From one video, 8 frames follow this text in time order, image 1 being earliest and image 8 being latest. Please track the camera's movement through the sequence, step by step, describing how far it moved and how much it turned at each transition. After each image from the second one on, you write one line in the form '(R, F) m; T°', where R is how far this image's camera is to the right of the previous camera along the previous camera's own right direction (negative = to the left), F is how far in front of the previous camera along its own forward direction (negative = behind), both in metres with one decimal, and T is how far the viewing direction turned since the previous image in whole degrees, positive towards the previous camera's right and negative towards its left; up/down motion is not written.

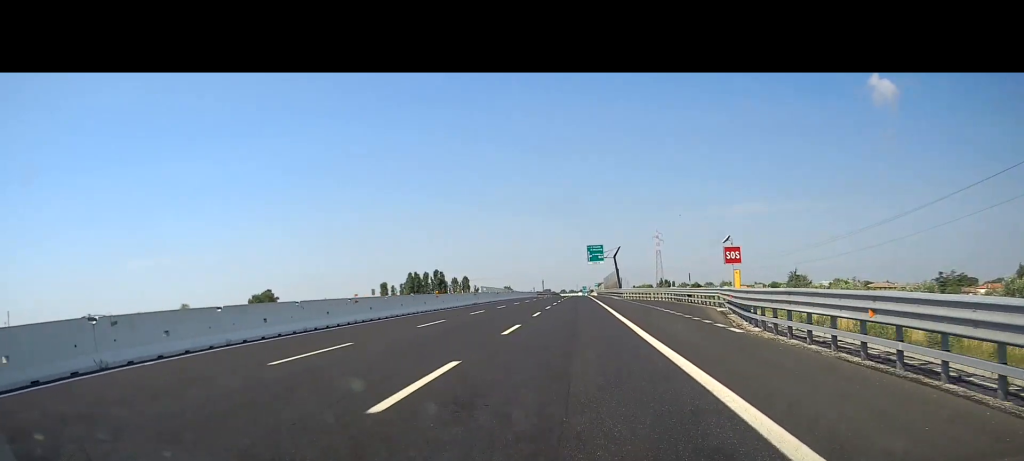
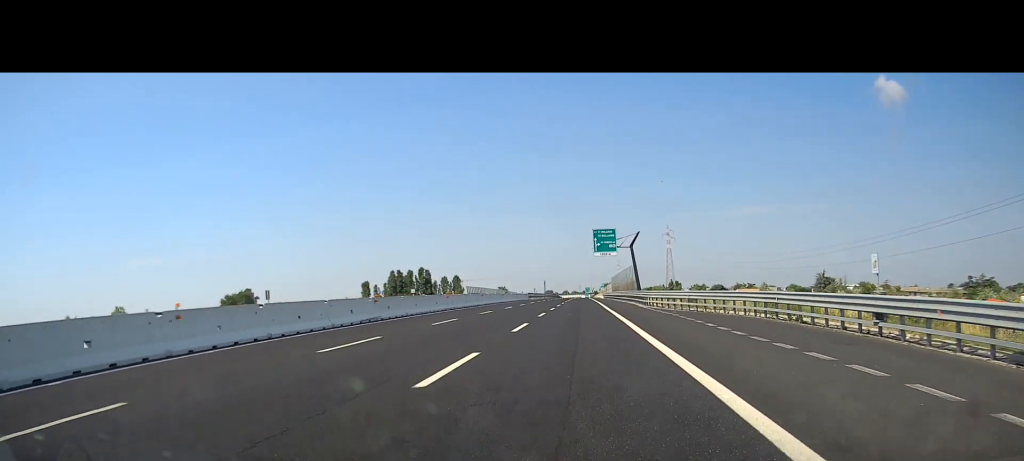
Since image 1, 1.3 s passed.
(0.0, +33.3) m; 0°
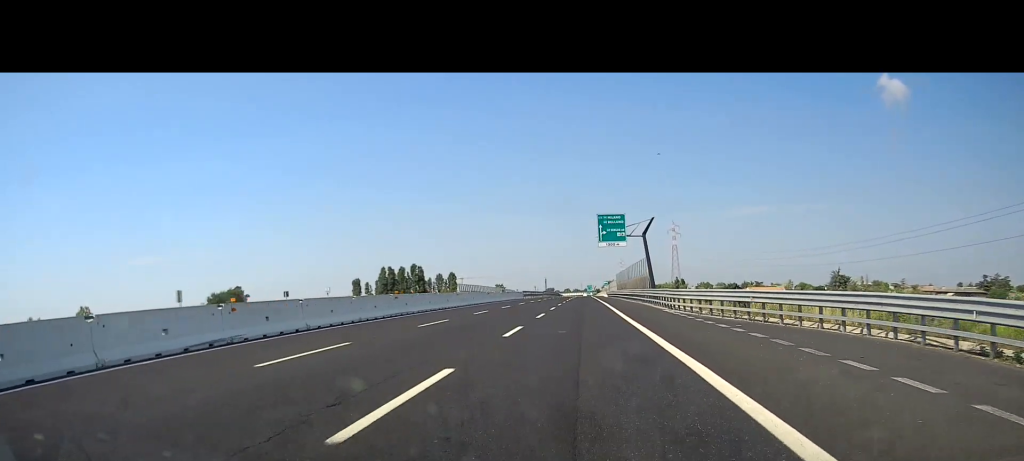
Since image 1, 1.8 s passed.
(+0.1, +14.9) m; 0°
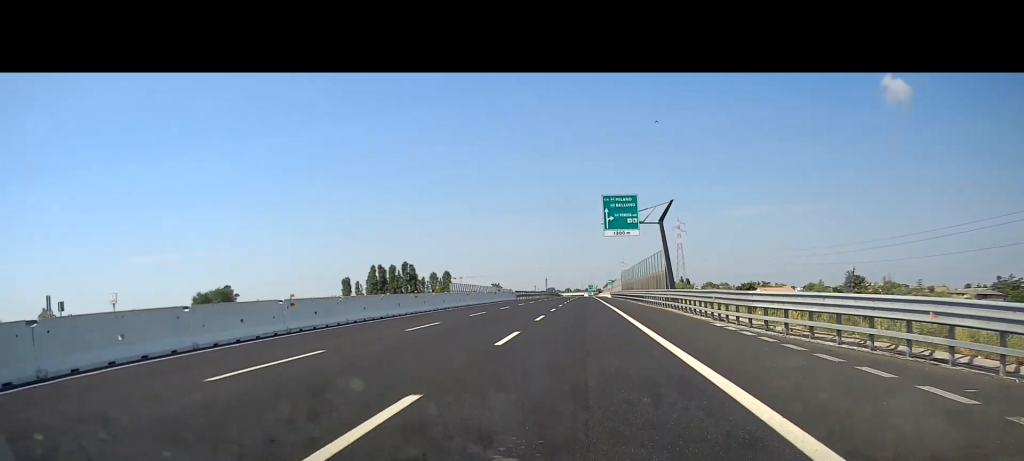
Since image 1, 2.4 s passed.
(-0.1, +14.0) m; 0°
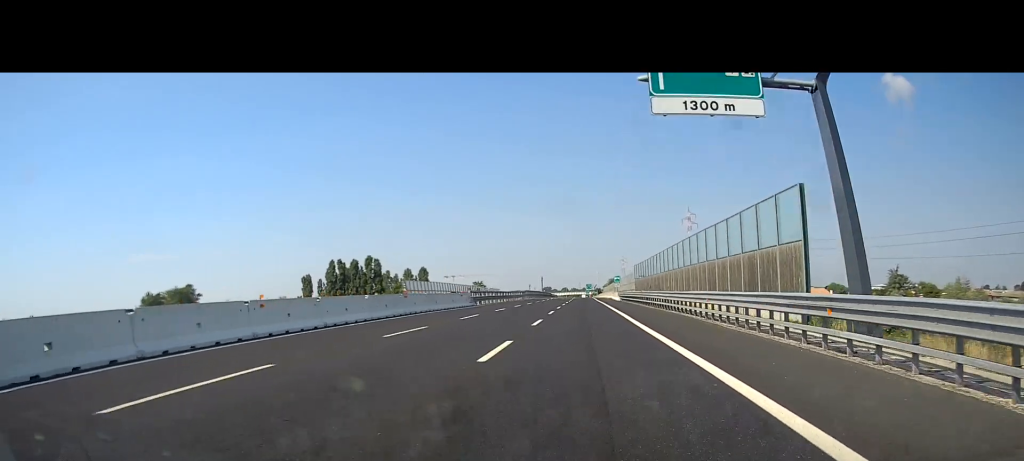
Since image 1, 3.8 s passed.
(-0.3, +38.8) m; -1°
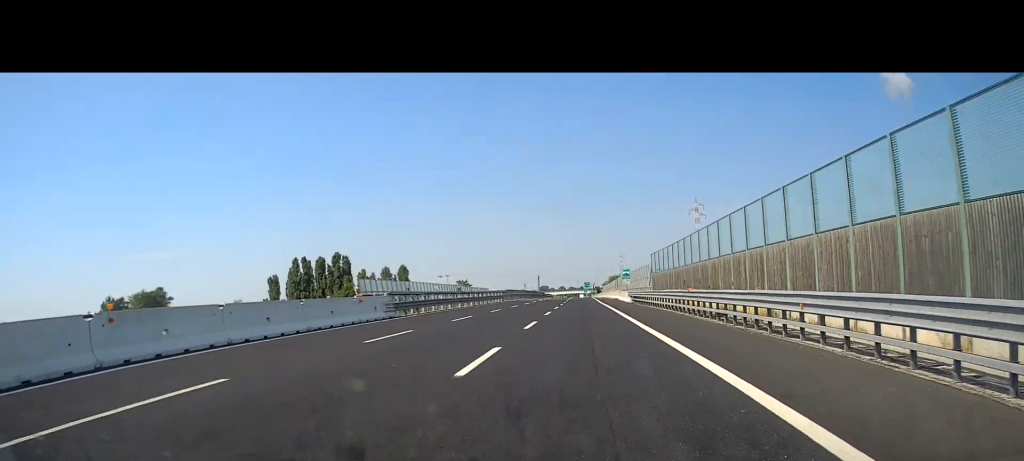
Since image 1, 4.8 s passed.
(0.0, +25.7) m; 0°
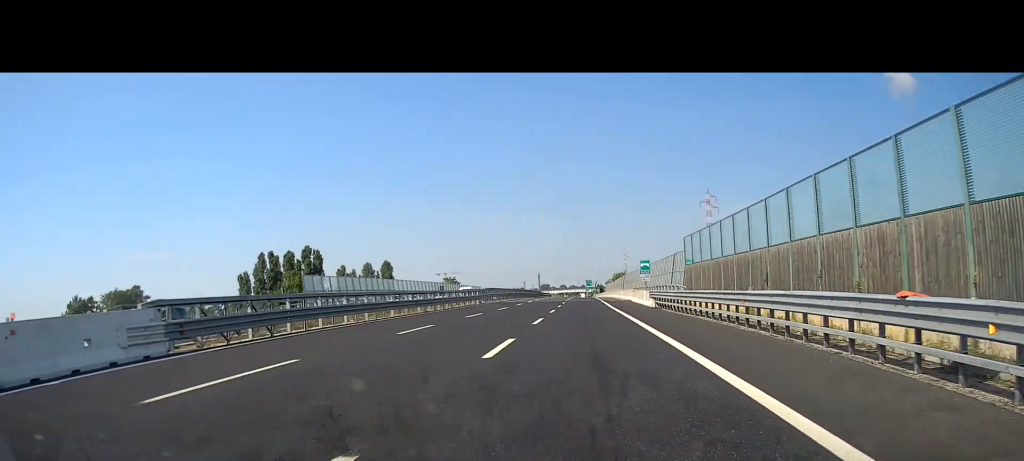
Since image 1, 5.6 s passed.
(-0.1, +21.2) m; 0°
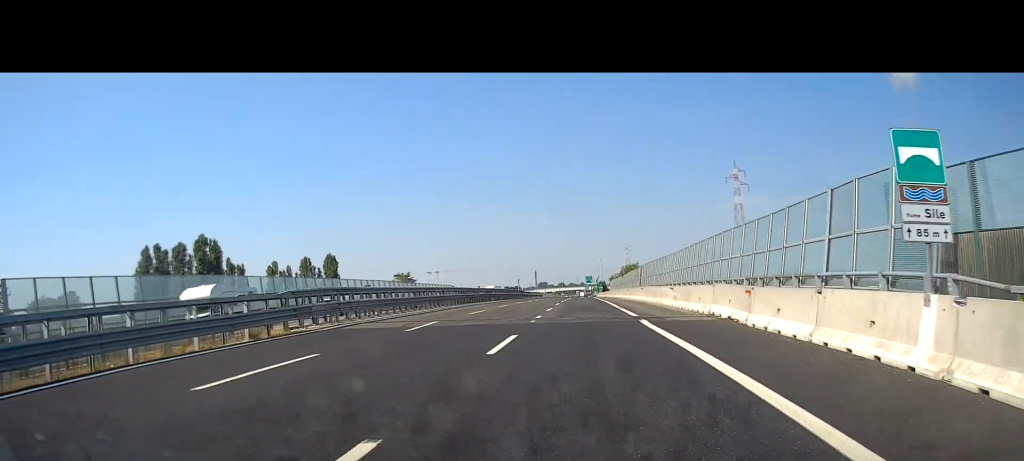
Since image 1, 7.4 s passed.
(+0.1, +46.7) m; 0°
